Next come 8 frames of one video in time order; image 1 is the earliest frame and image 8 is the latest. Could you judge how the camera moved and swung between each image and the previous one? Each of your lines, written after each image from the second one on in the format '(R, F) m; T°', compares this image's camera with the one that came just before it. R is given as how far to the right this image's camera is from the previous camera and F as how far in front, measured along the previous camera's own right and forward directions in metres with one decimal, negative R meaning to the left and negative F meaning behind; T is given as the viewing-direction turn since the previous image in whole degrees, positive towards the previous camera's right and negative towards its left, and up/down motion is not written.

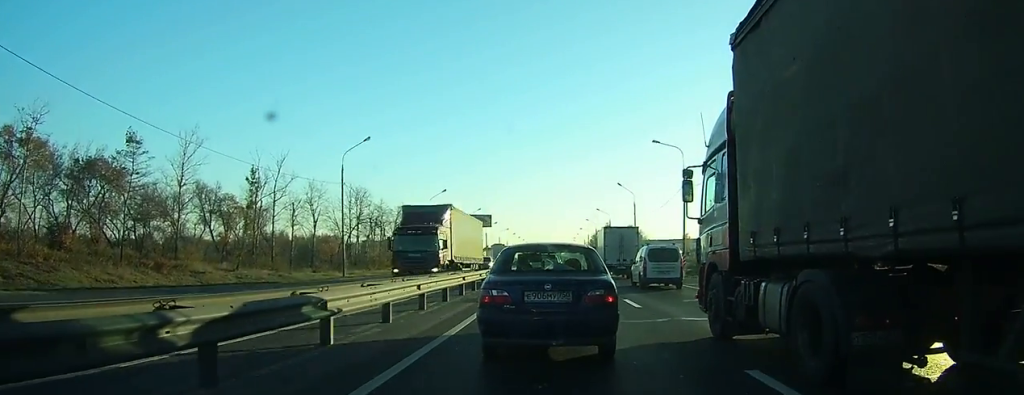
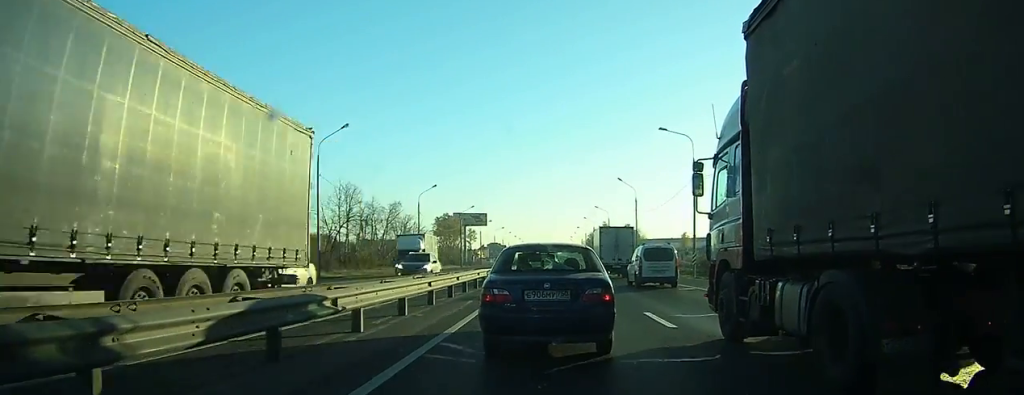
(-0.1, +4.4) m; -1°
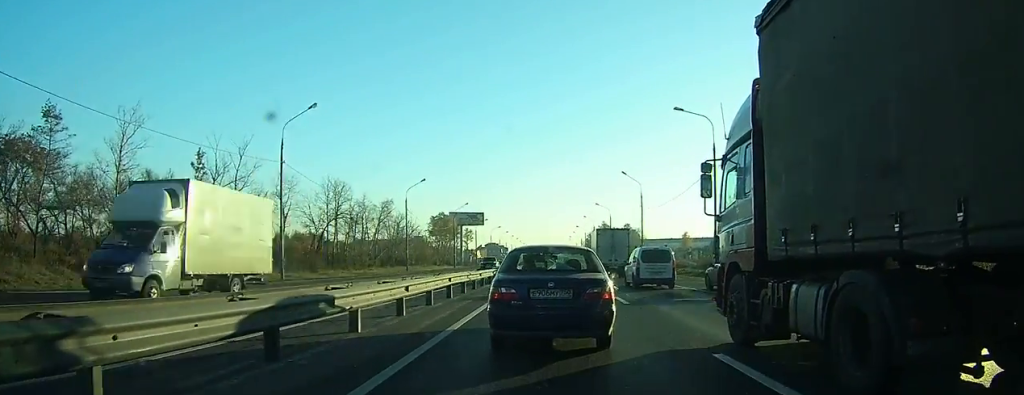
(-0.1, +5.8) m; 0°
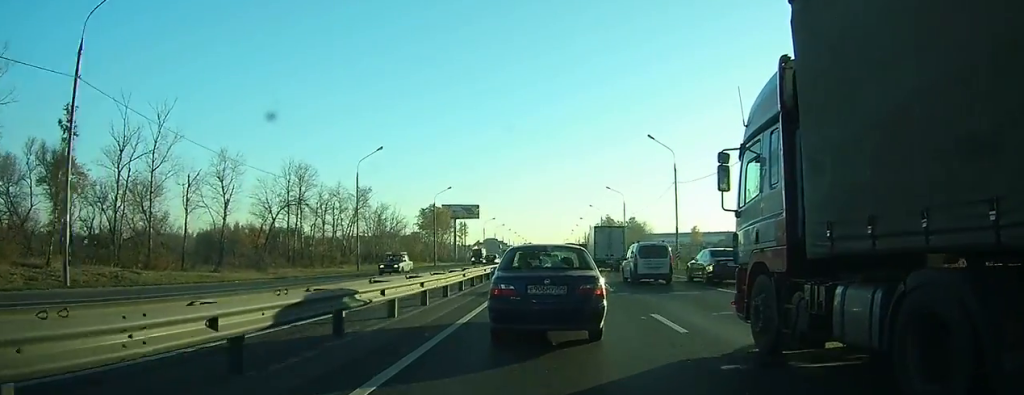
(+0.8, +18.9) m; +4°
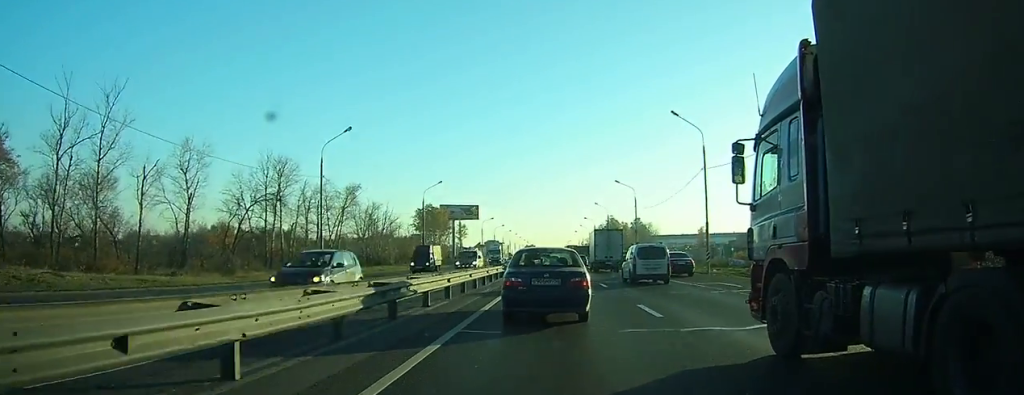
(+0.1, +10.7) m; +1°
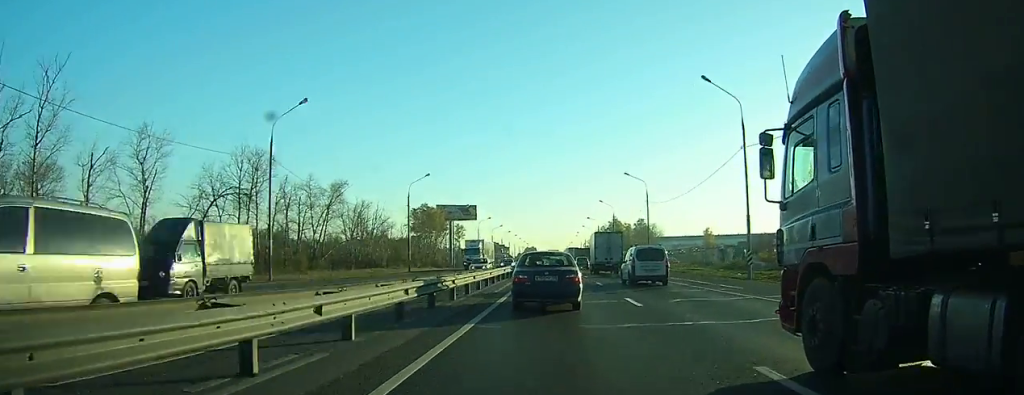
(0.0, +9.8) m; 0°
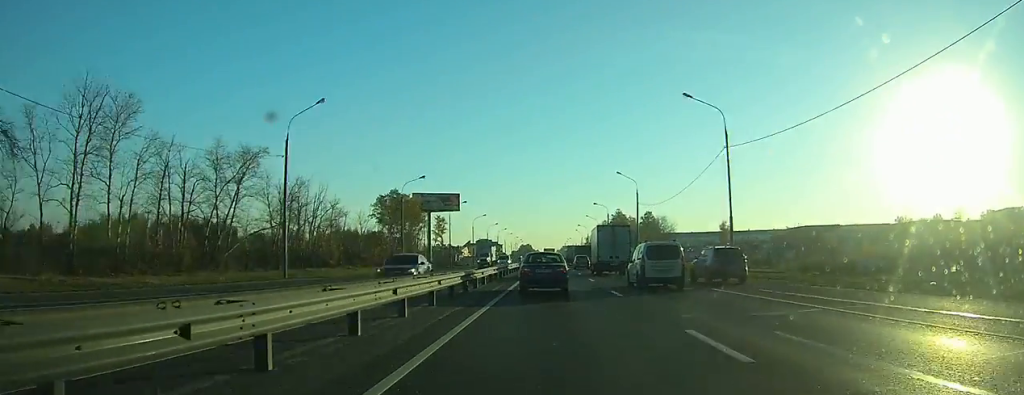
(-0.5, +33.2) m; -1°
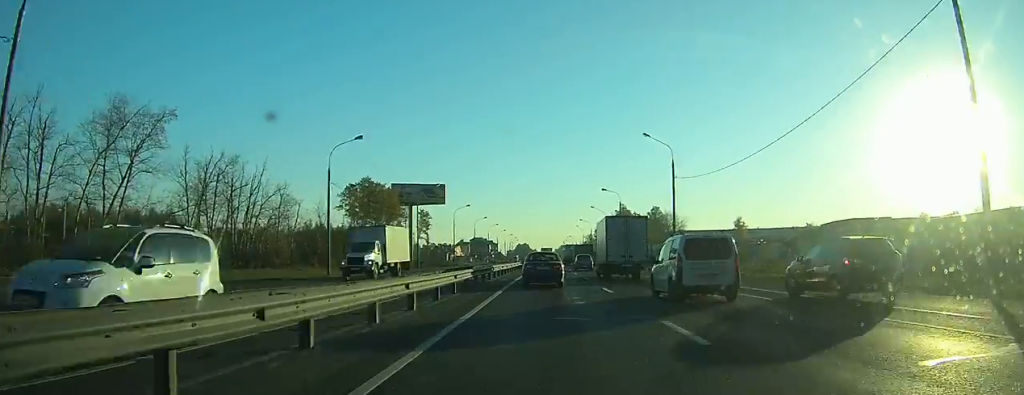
(+0.3, +22.0) m; +2°
